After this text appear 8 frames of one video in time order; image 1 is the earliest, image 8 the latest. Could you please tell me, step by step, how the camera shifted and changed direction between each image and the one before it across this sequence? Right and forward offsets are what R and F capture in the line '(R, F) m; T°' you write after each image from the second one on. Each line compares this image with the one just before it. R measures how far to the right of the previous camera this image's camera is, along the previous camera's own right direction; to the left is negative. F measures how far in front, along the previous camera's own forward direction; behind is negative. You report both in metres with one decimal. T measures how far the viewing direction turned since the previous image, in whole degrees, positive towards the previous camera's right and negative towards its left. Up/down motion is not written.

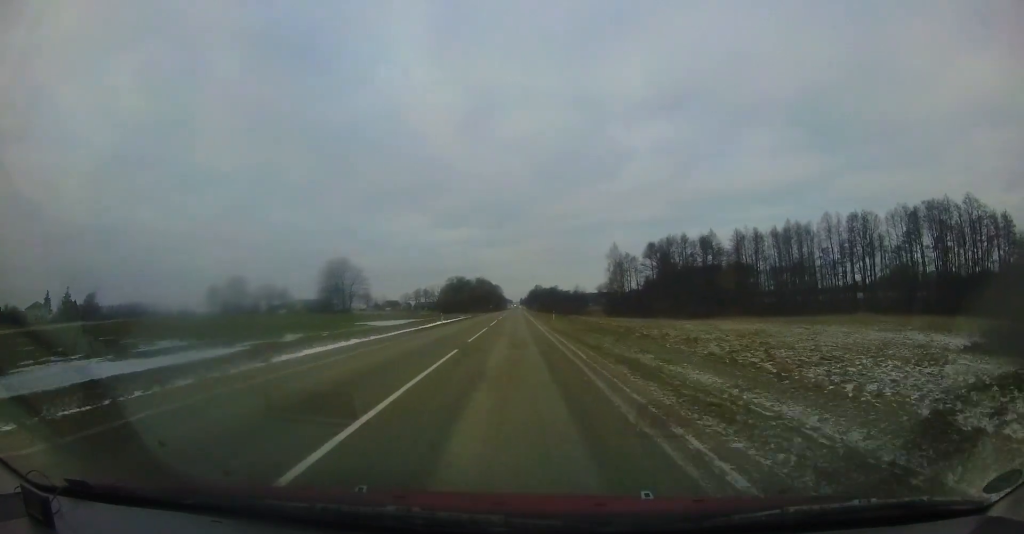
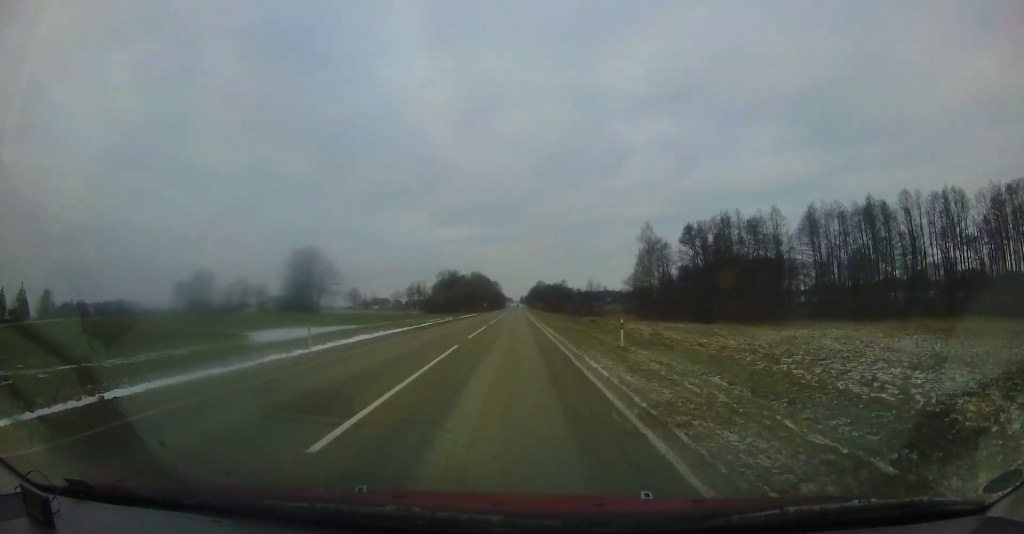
(0.0, +23.9) m; 0°
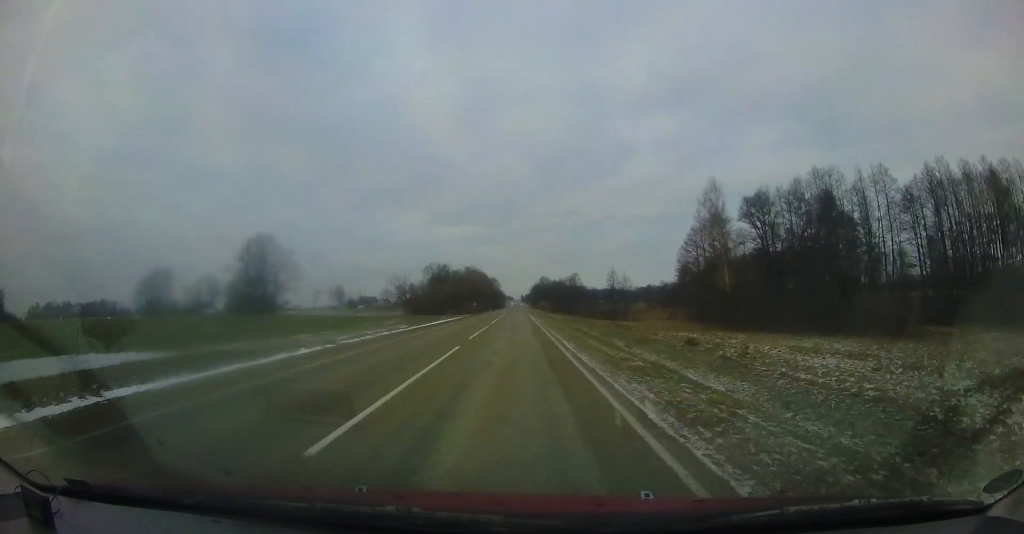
(0.0, +24.5) m; 0°
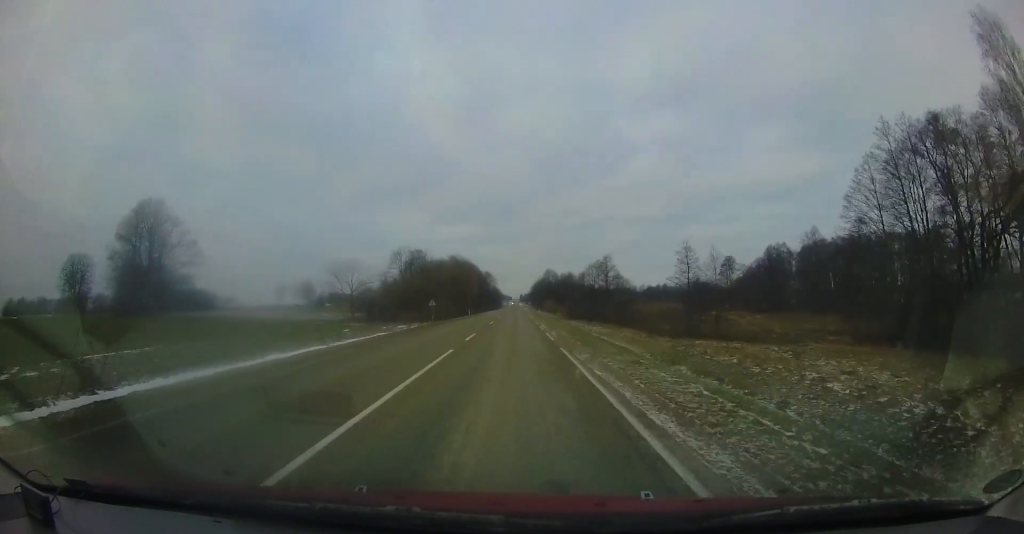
(+0.5, +37.4) m; +2°
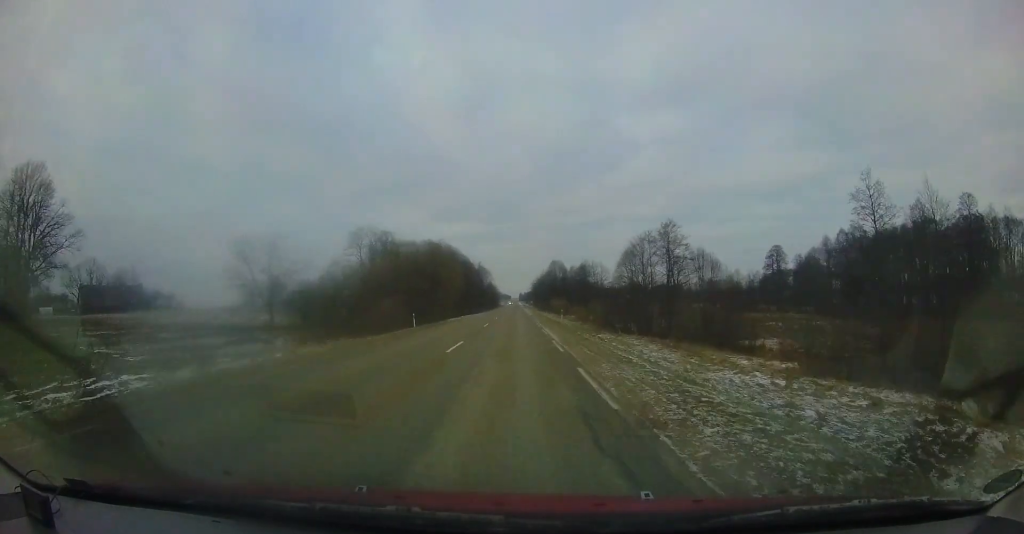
(-0.4, +27.9) m; -2°
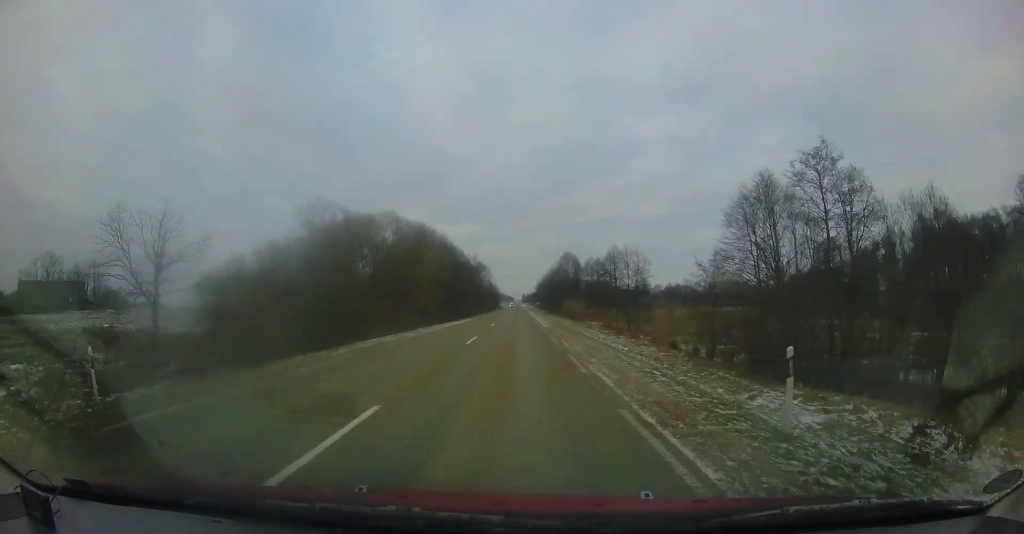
(-0.4, +21.2) m; -1°
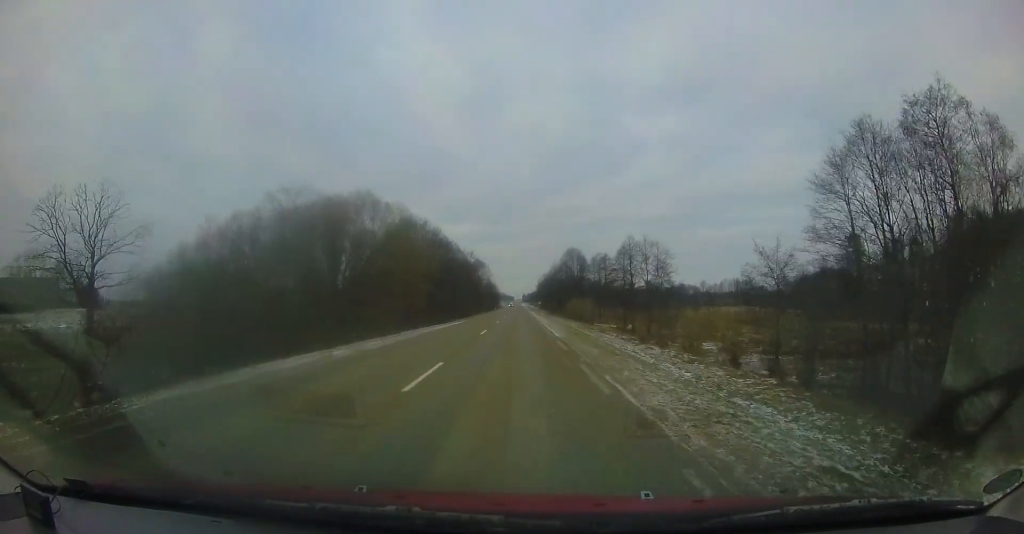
(0.0, +8.0) m; 0°
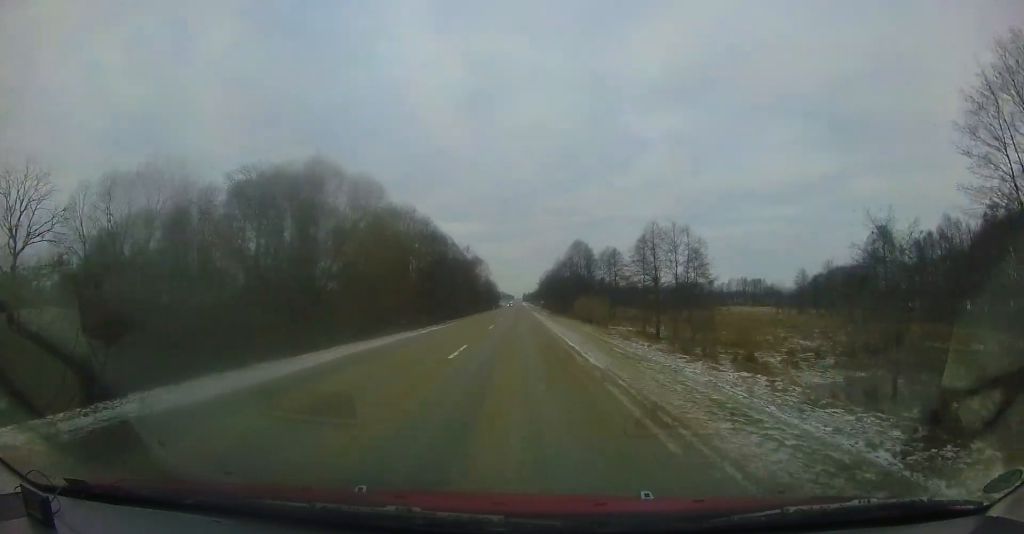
(0.0, +8.6) m; 0°
